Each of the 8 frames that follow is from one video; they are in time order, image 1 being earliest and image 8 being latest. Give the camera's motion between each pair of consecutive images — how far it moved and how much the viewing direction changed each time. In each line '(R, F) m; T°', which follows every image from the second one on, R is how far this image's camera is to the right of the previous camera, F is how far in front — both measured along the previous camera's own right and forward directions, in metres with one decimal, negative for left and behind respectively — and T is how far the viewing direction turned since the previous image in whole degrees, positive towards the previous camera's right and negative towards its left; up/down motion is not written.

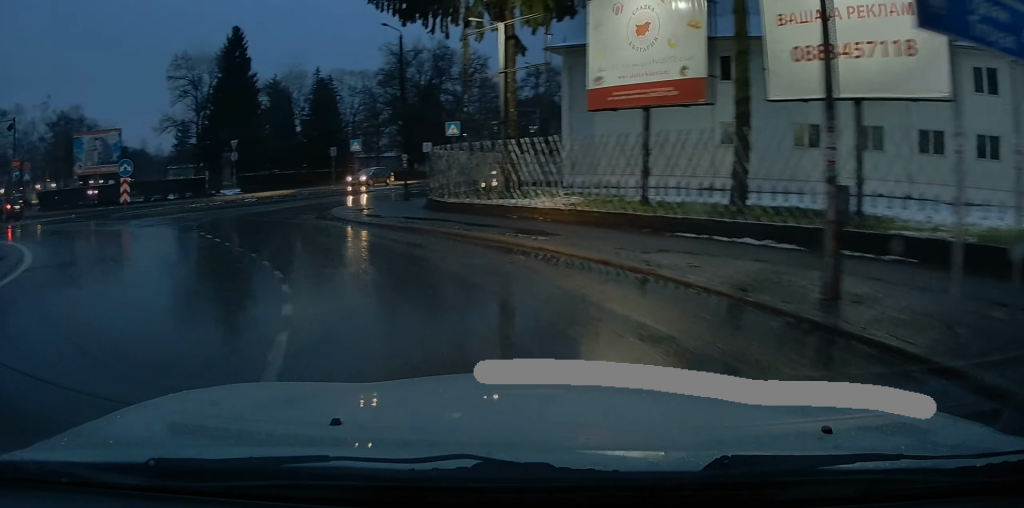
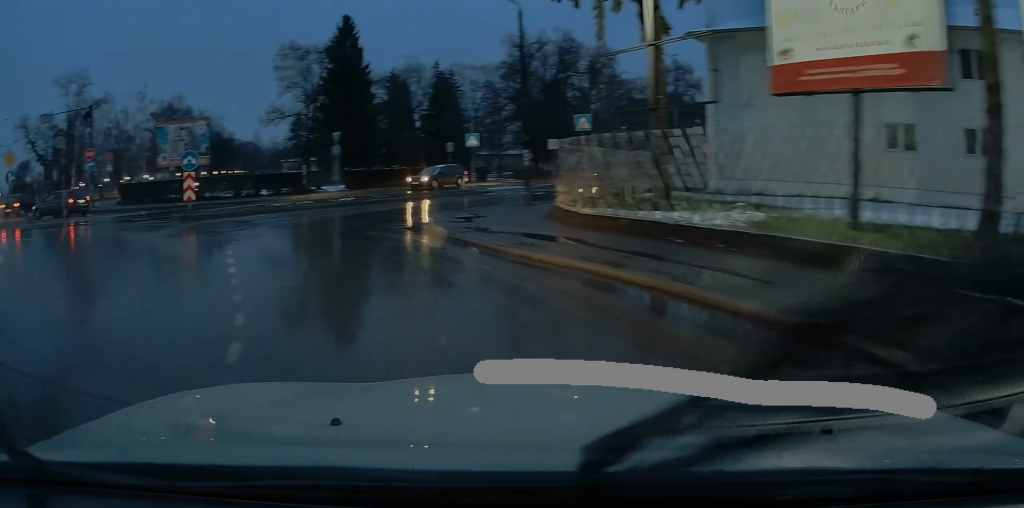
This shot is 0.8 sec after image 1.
(-0.1, +4.8) m; -11°
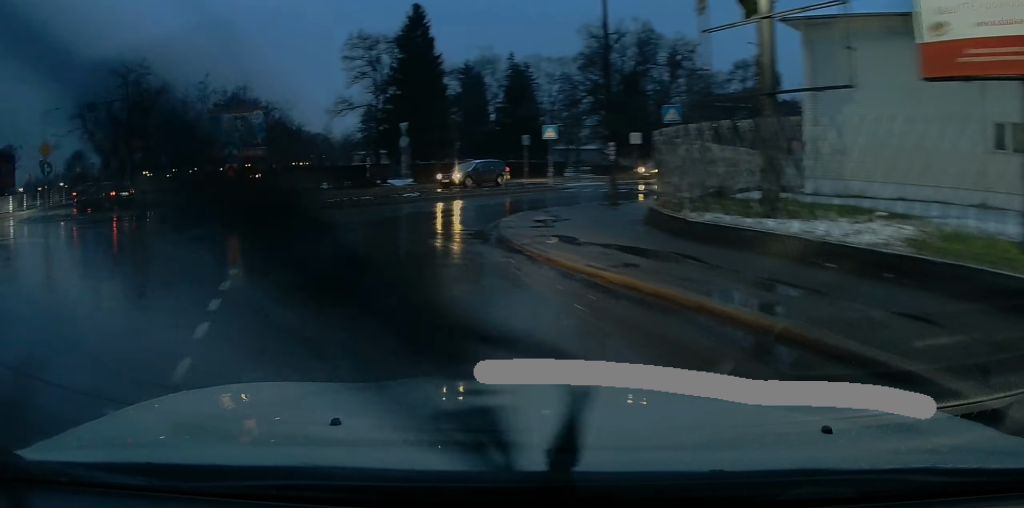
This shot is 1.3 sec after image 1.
(-0.4, +2.7) m; -9°
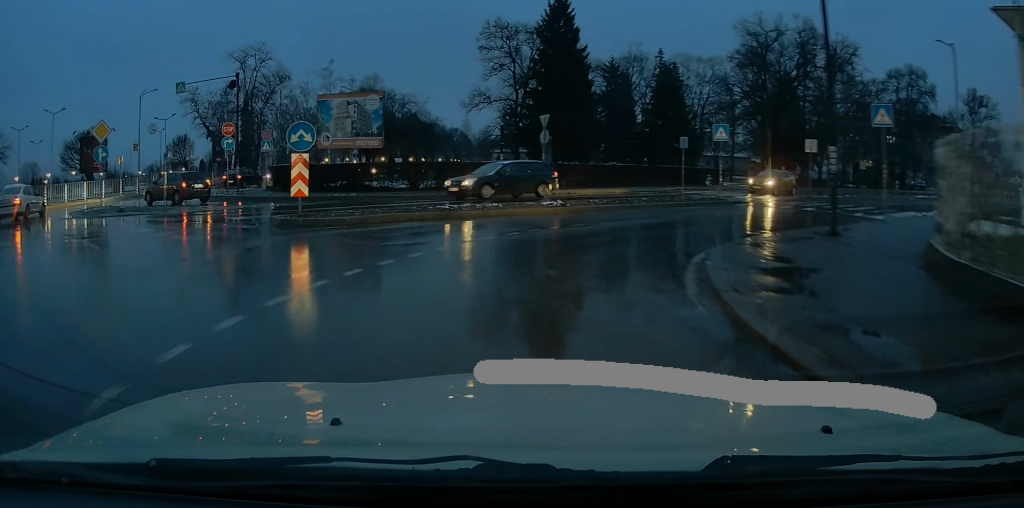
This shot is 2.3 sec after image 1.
(-1.1, +6.1) m; -9°
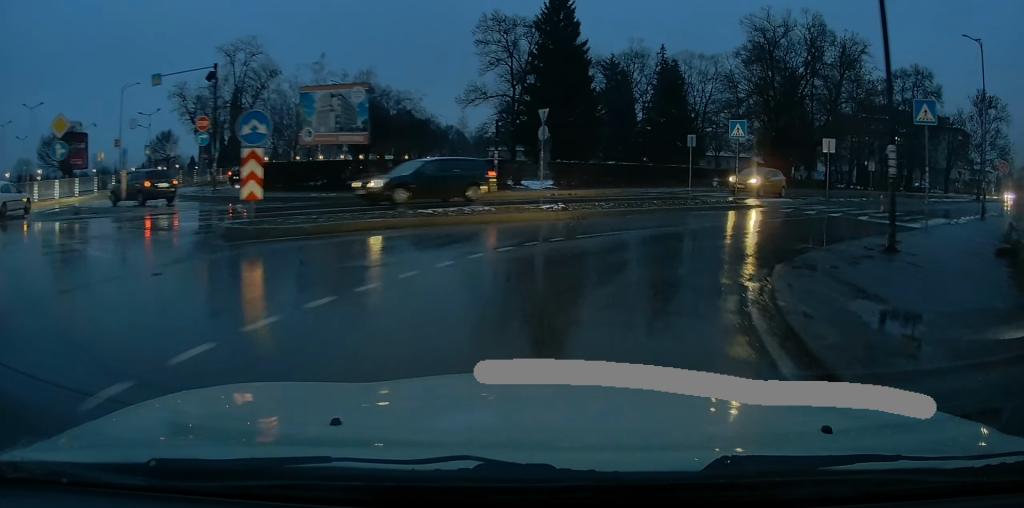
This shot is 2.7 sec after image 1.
(-0.4, +2.6) m; 0°
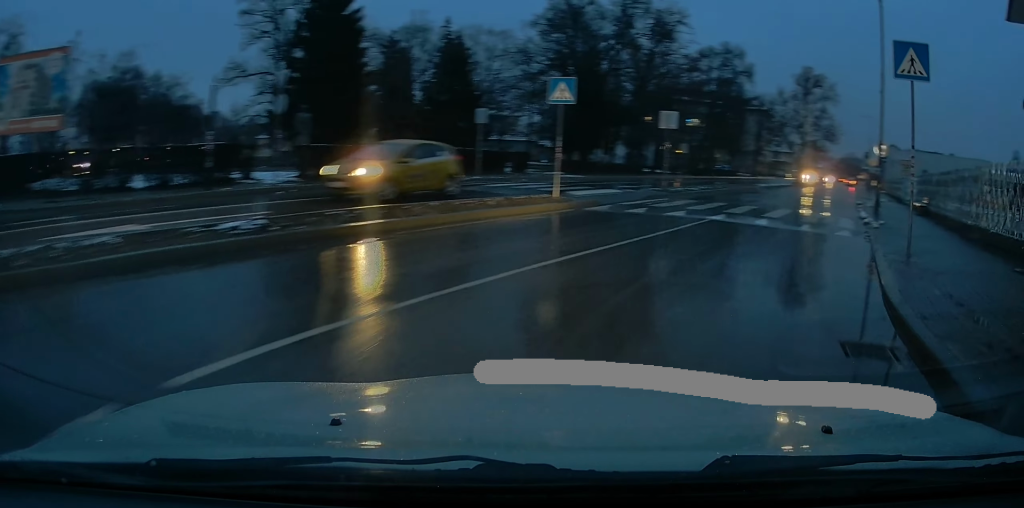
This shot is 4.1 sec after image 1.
(+1.8, +8.4) m; +22°
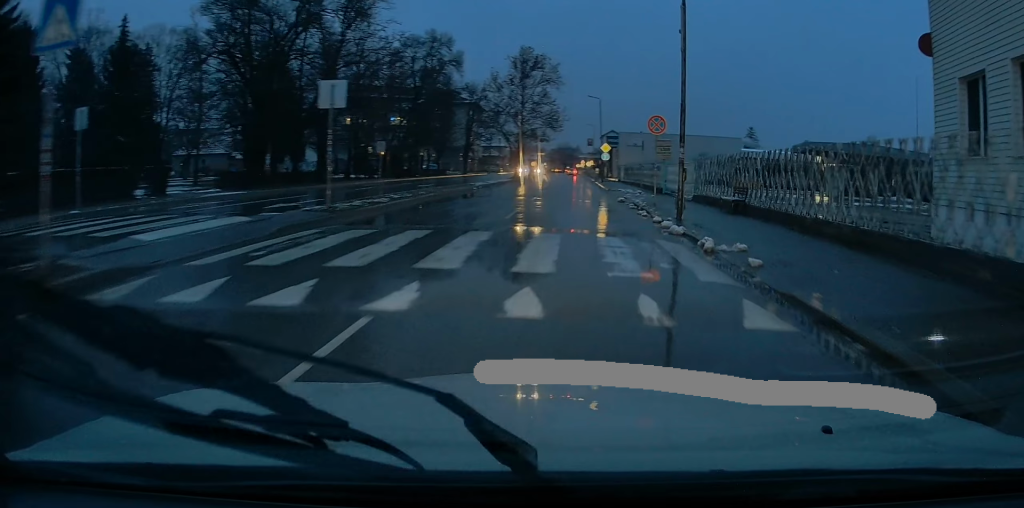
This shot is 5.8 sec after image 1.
(+2.5, +9.8) m; +26°
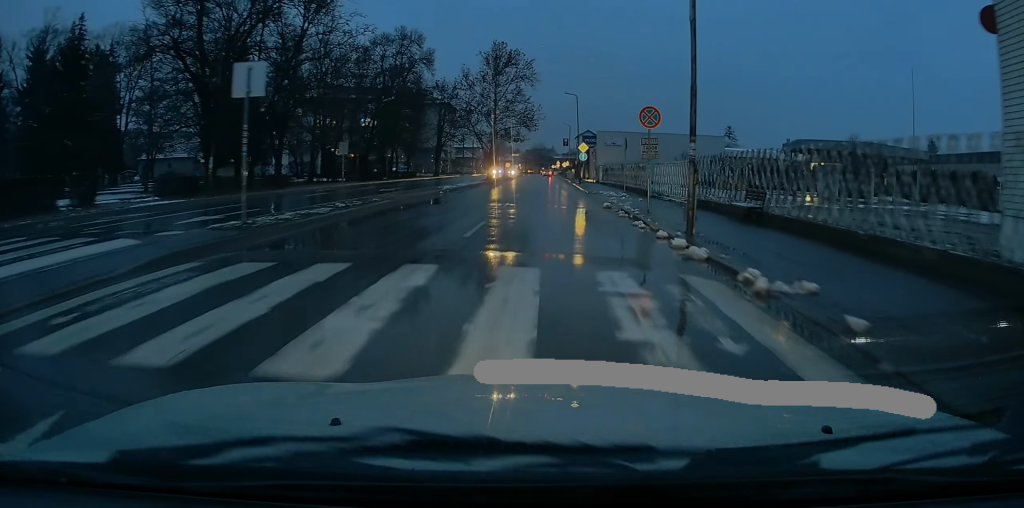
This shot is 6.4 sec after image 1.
(+0.3, +3.7) m; +2°
